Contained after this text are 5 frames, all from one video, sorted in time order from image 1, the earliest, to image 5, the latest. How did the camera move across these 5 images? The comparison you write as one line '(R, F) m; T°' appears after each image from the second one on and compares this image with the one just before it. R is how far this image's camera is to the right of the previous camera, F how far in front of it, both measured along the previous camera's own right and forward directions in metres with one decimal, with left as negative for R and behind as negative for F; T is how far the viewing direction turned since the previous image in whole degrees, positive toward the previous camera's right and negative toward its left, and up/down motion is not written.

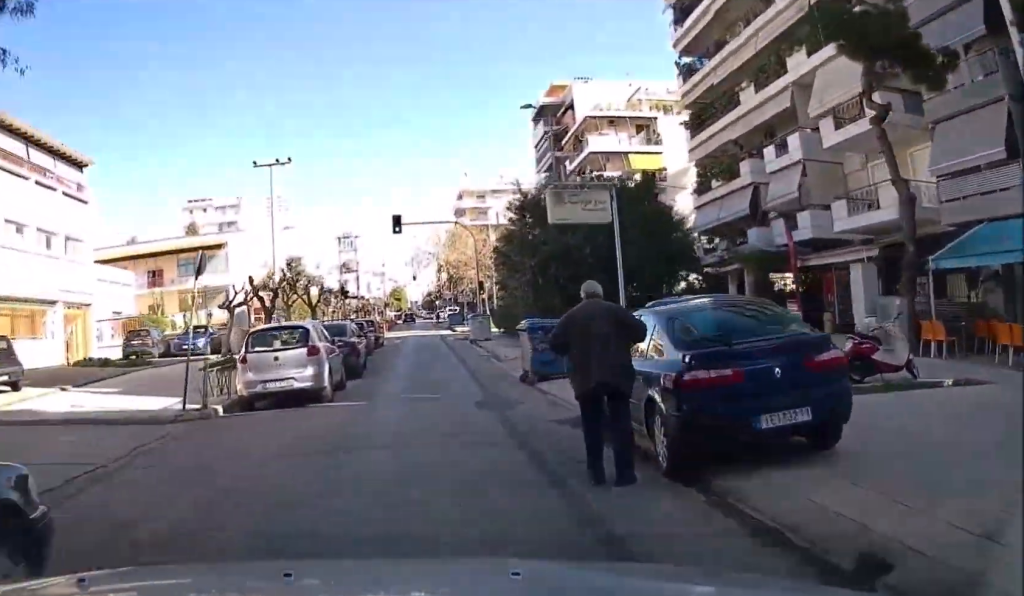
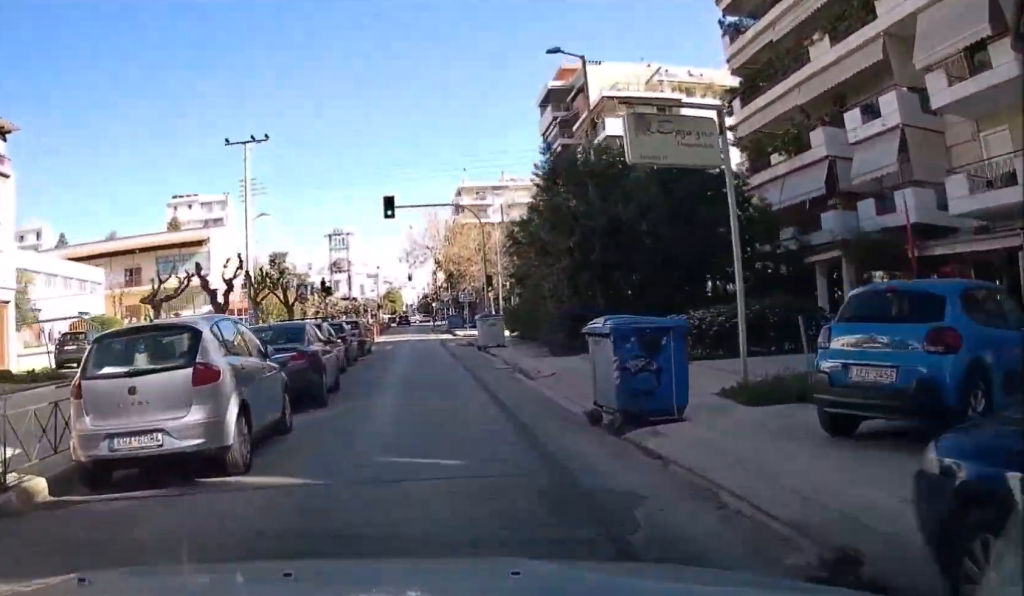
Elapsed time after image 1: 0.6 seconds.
(0.0, +6.6) m; +1°
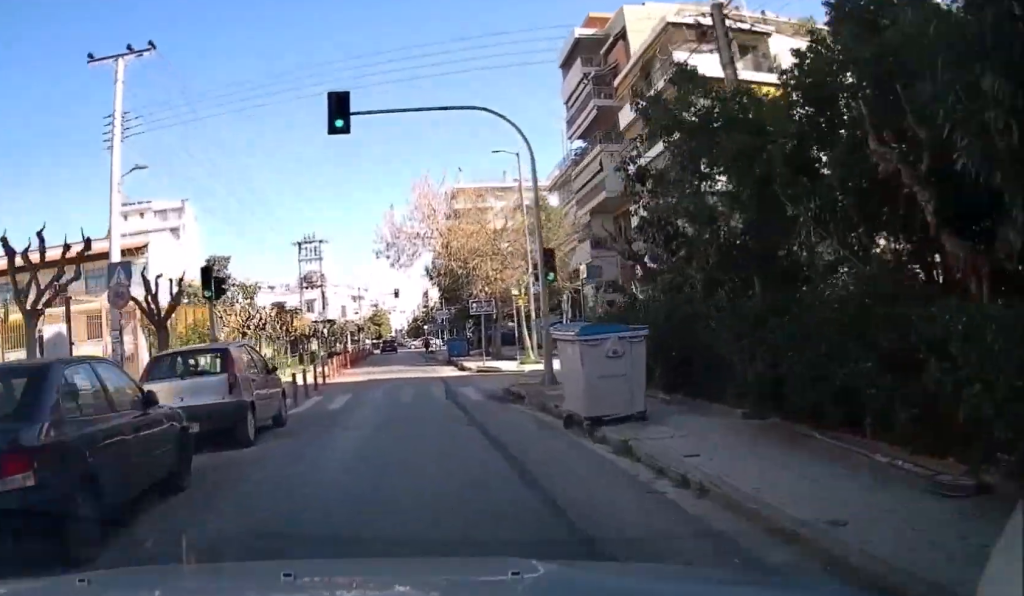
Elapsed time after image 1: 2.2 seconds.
(+0.8, +17.8) m; +8°
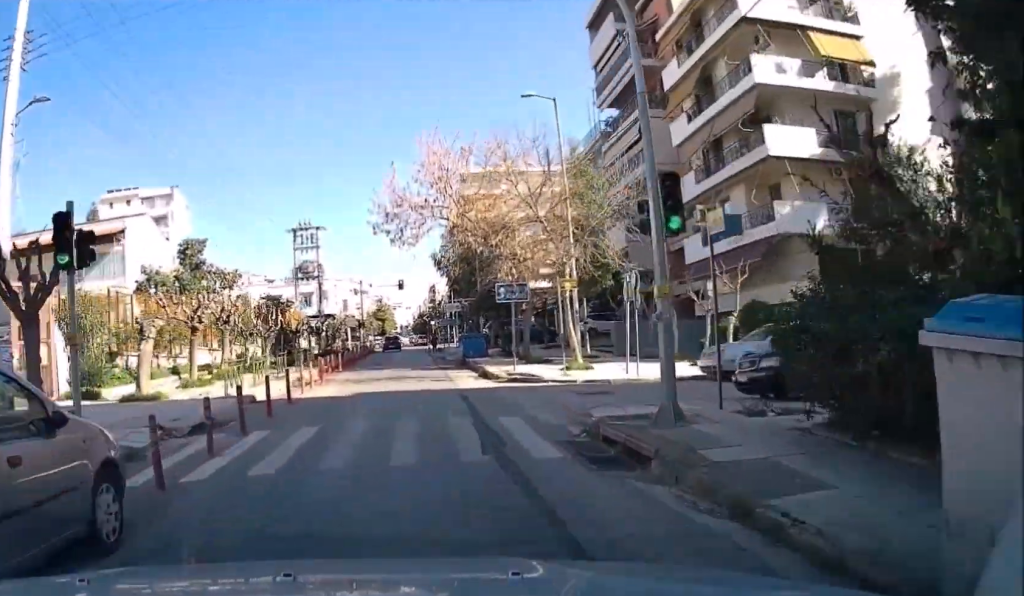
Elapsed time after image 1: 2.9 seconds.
(+0.2, +7.4) m; -2°
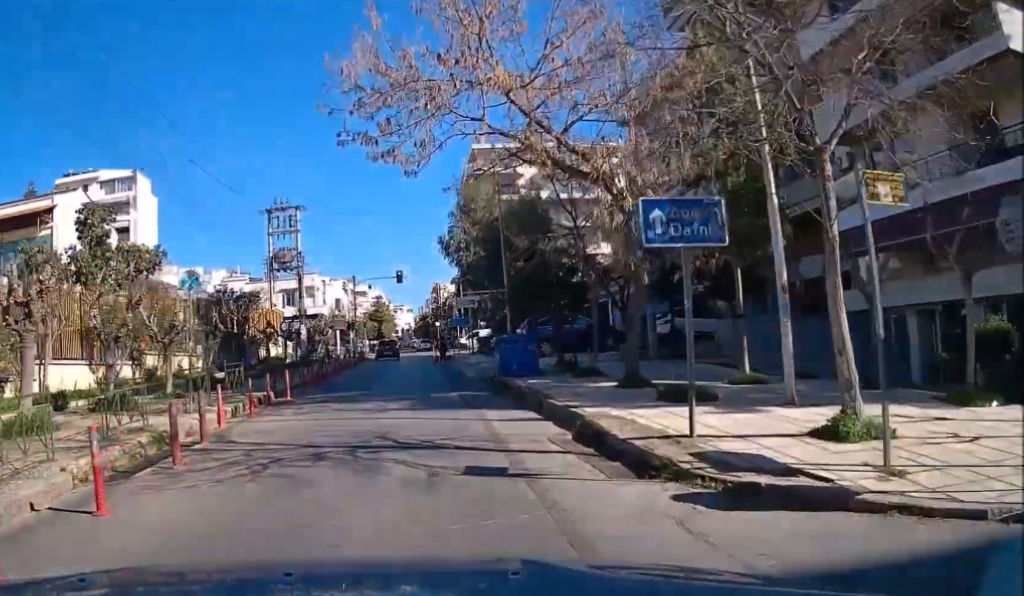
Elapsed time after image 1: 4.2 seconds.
(-1.0, +13.8) m; -7°
